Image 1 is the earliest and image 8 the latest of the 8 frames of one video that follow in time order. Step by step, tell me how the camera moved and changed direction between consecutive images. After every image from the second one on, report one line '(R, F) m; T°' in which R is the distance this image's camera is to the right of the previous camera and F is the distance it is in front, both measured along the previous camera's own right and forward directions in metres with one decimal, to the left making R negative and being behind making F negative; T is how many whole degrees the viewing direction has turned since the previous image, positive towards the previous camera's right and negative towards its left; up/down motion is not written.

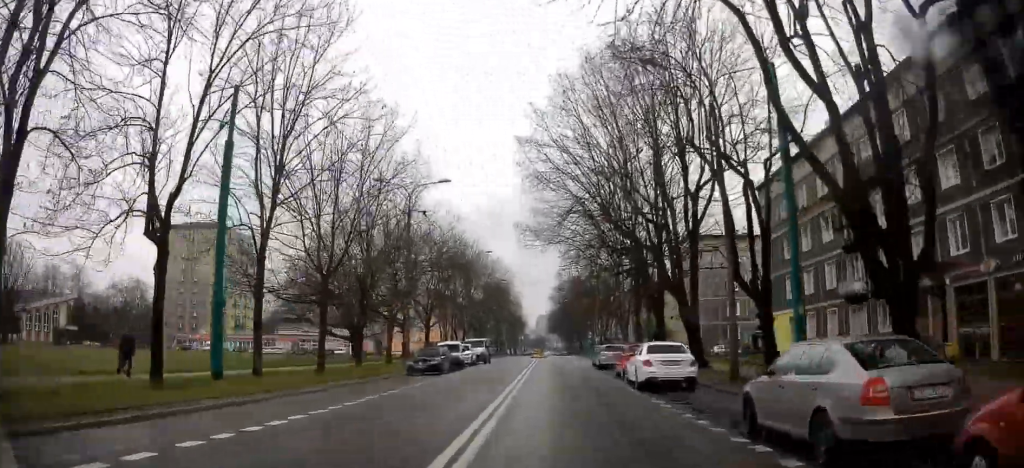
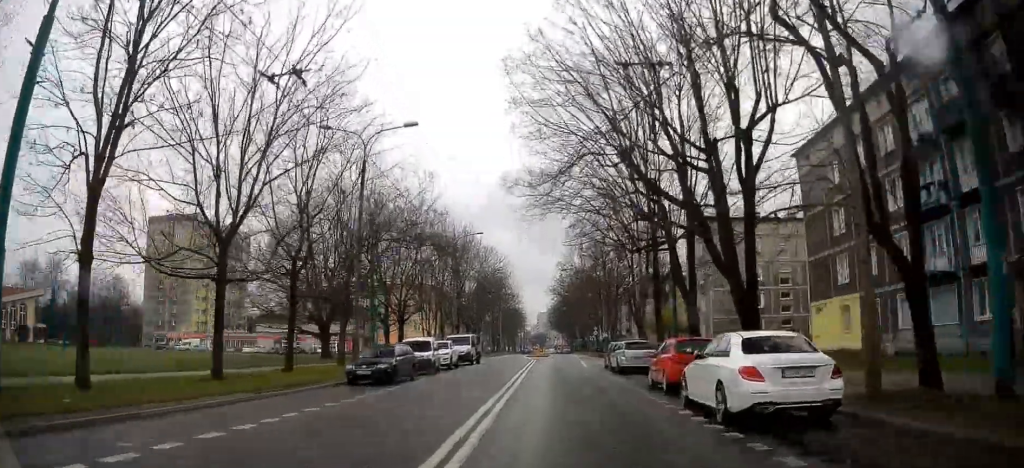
(-0.1, +9.4) m; -1°
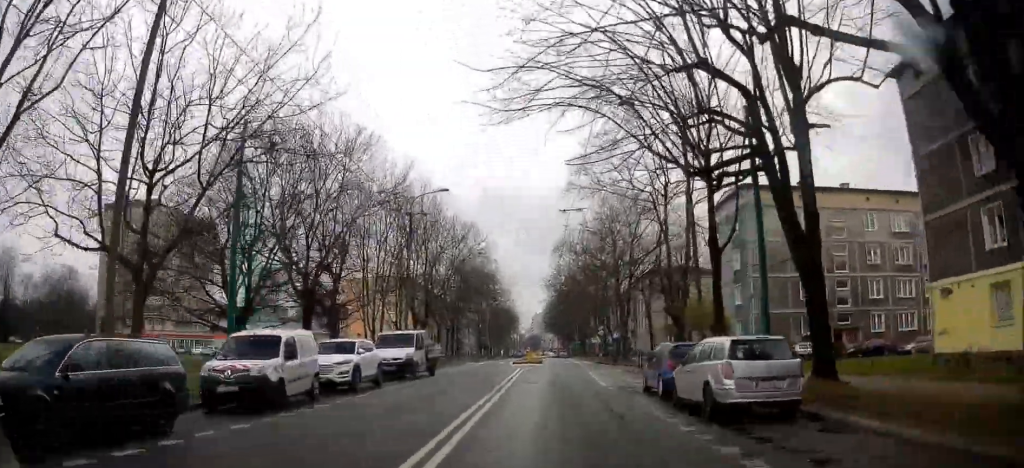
(+0.1, +17.0) m; +1°
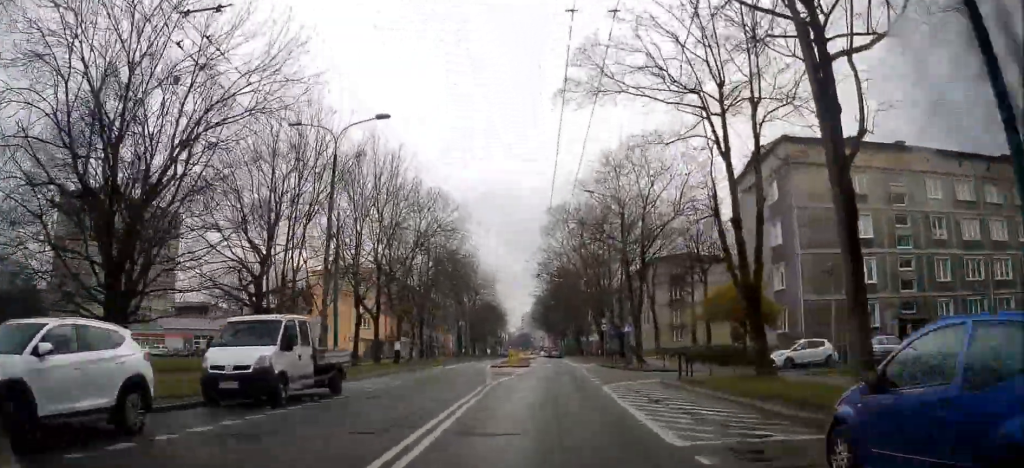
(+0.1, +13.8) m; 0°
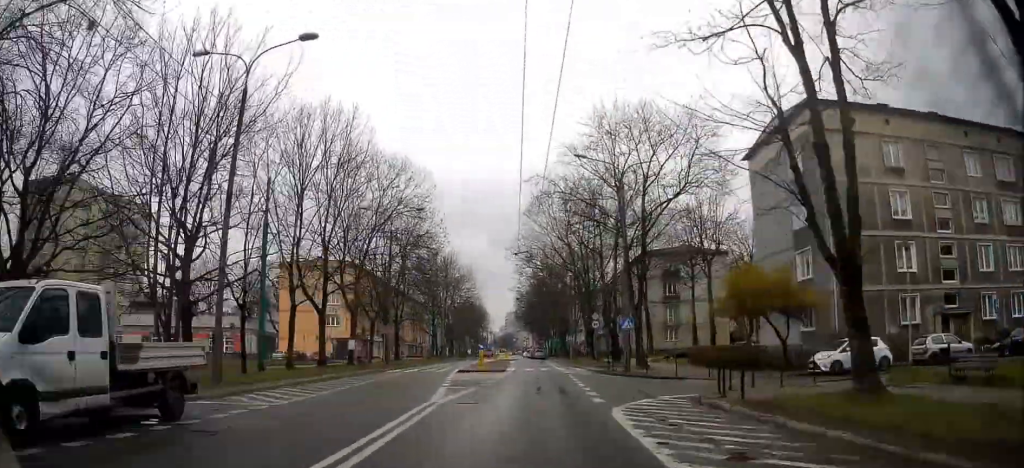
(-0.1, +8.1) m; 0°
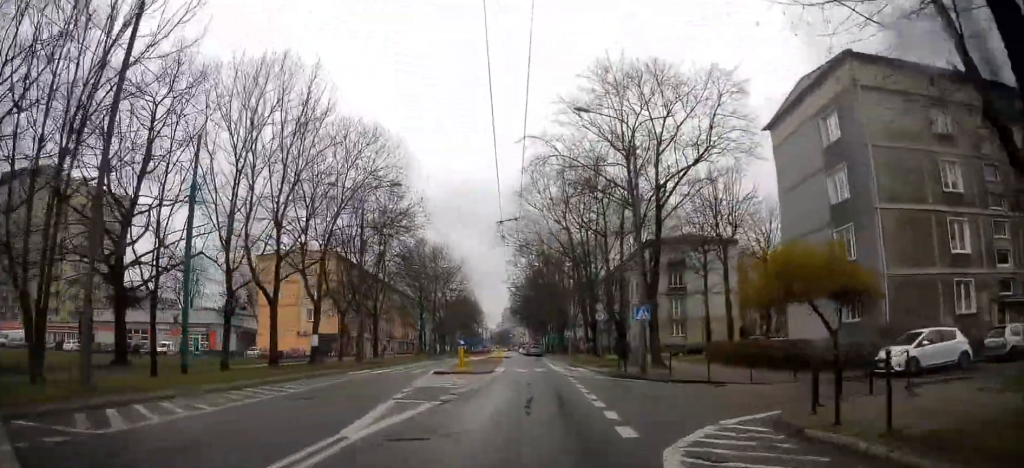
(+0.1, +6.5) m; 0°
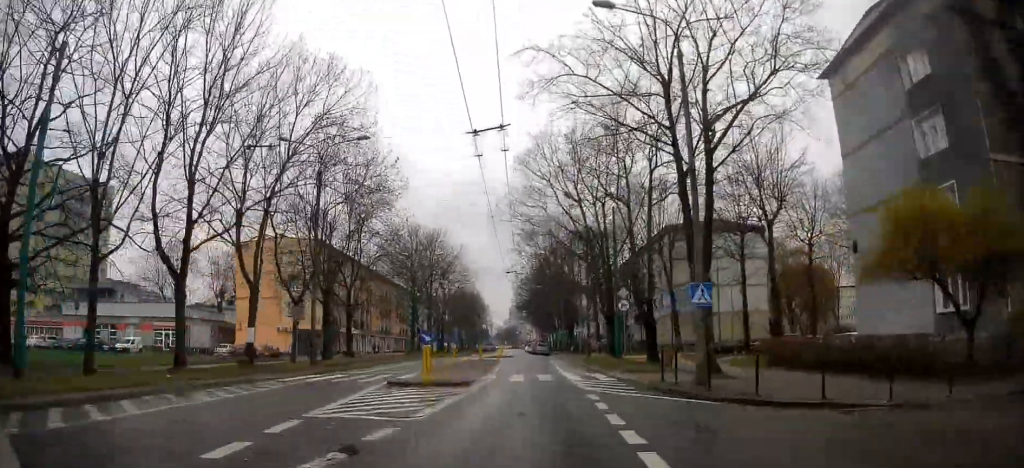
(+0.1, +9.3) m; 0°
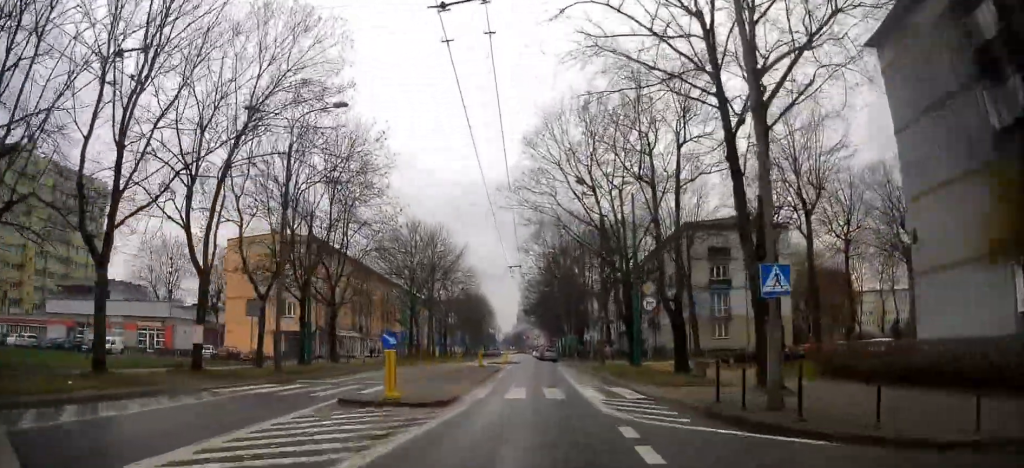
(0.0, +5.3) m; 0°
